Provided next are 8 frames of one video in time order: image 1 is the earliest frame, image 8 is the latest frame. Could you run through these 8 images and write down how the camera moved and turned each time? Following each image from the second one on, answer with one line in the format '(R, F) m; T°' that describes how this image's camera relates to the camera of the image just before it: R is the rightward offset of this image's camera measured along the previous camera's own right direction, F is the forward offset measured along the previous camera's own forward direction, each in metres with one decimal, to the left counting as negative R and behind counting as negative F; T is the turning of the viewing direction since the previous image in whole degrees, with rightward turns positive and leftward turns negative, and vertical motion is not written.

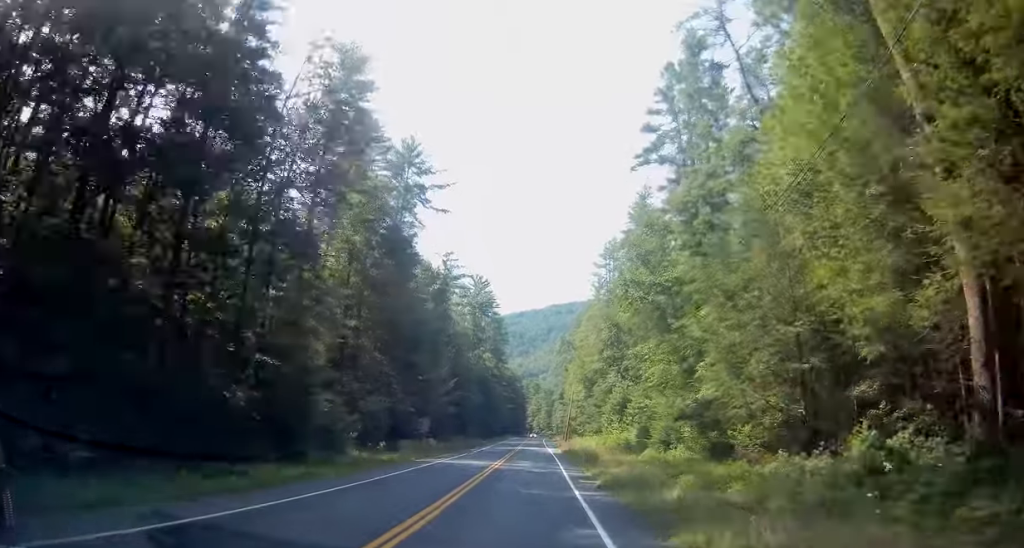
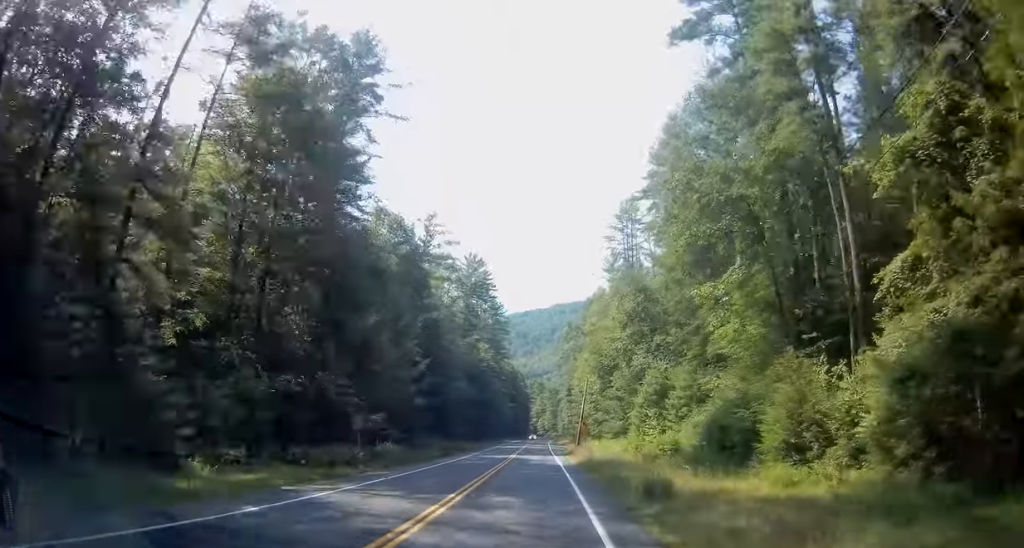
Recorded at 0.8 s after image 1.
(-0.5, +20.7) m; -1°
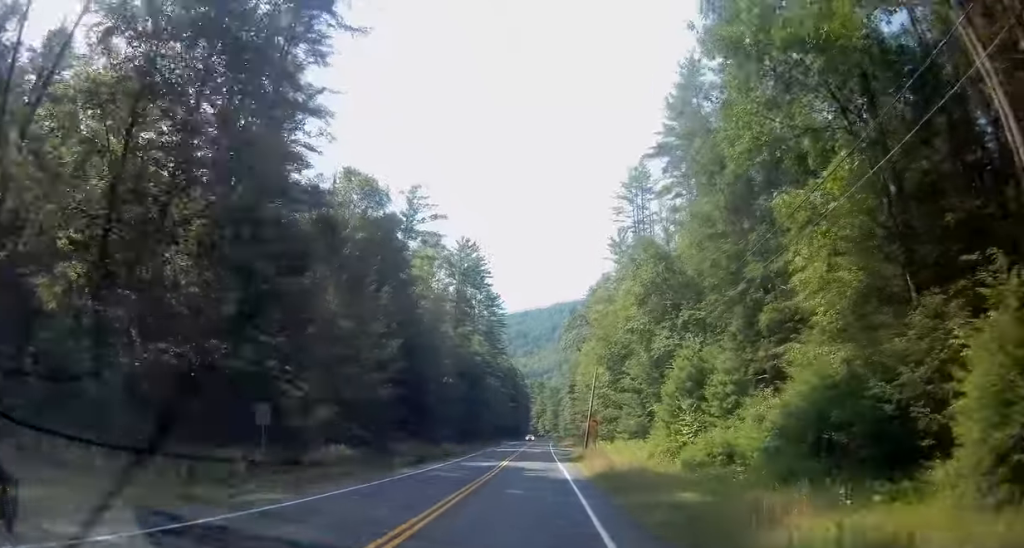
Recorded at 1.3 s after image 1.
(0.0, +10.8) m; 0°
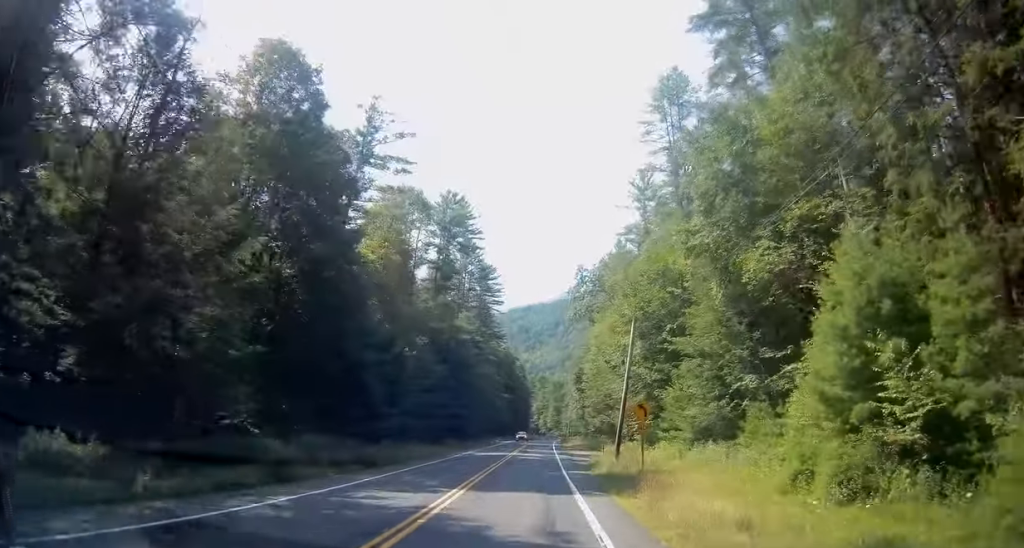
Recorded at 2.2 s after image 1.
(0.0, +22.3) m; 0°
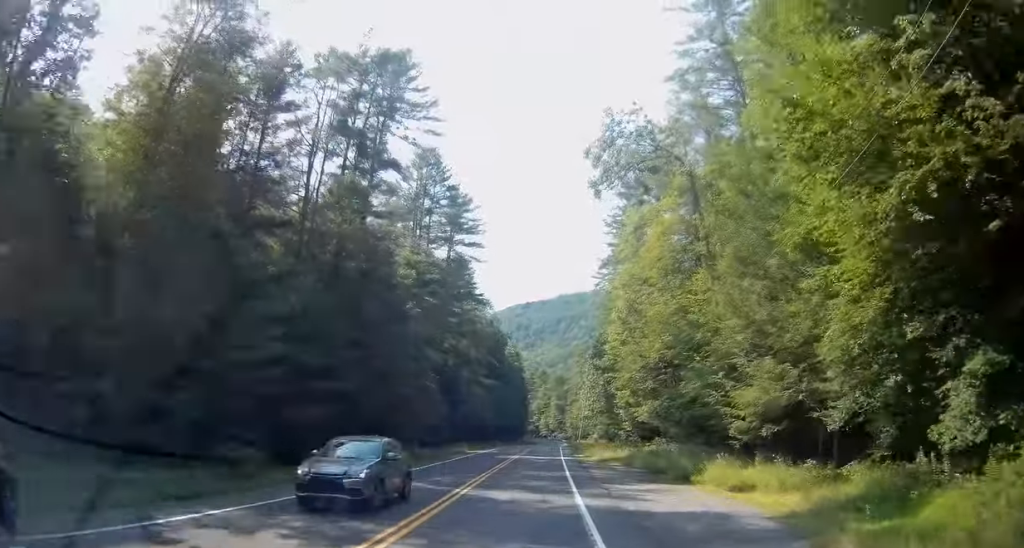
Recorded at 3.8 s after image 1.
(-0.2, +40.4) m; 0°
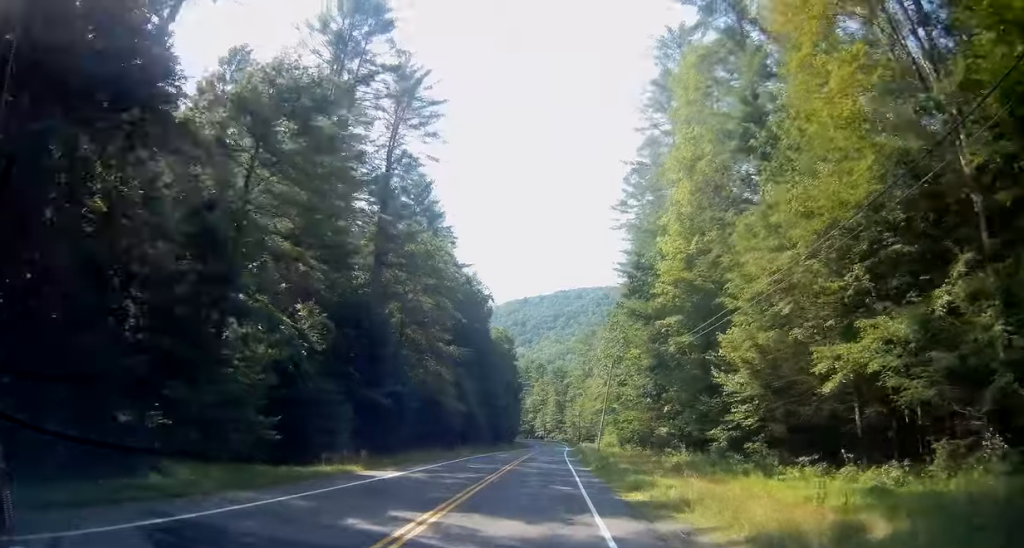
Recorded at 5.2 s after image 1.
(+0.2, +33.5) m; 0°
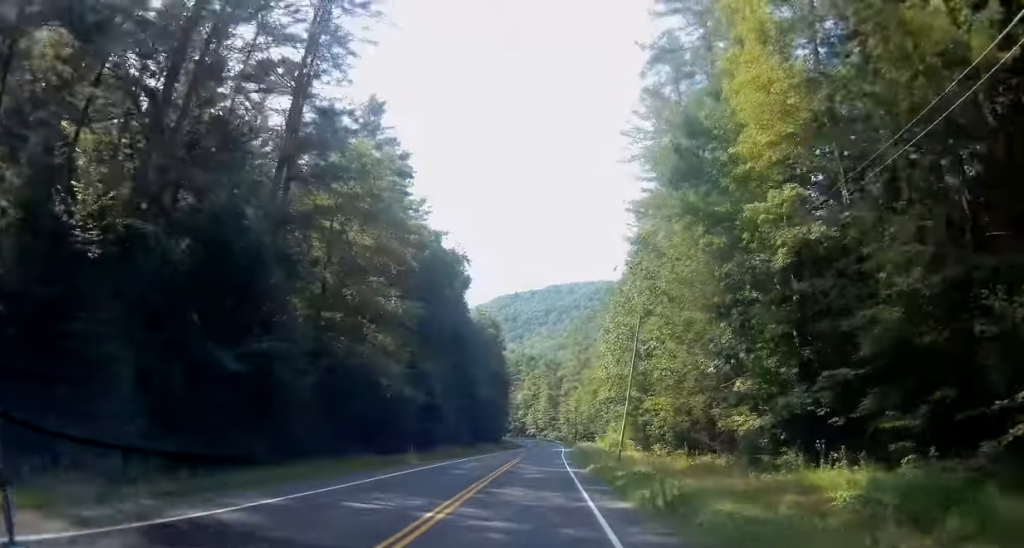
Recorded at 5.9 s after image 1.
(0.0, +18.6) m; 0°
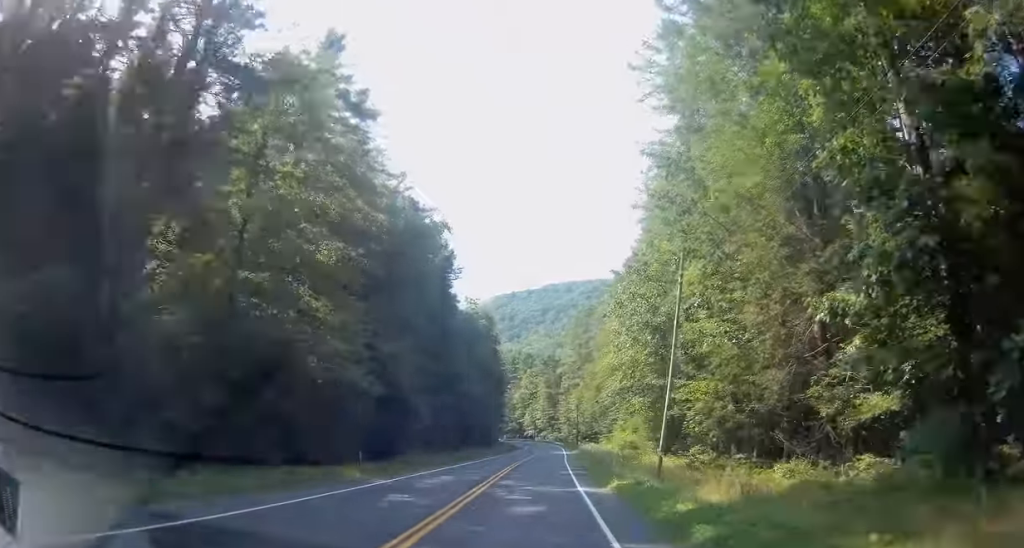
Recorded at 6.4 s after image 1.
(0.0, +11.1) m; 0°
